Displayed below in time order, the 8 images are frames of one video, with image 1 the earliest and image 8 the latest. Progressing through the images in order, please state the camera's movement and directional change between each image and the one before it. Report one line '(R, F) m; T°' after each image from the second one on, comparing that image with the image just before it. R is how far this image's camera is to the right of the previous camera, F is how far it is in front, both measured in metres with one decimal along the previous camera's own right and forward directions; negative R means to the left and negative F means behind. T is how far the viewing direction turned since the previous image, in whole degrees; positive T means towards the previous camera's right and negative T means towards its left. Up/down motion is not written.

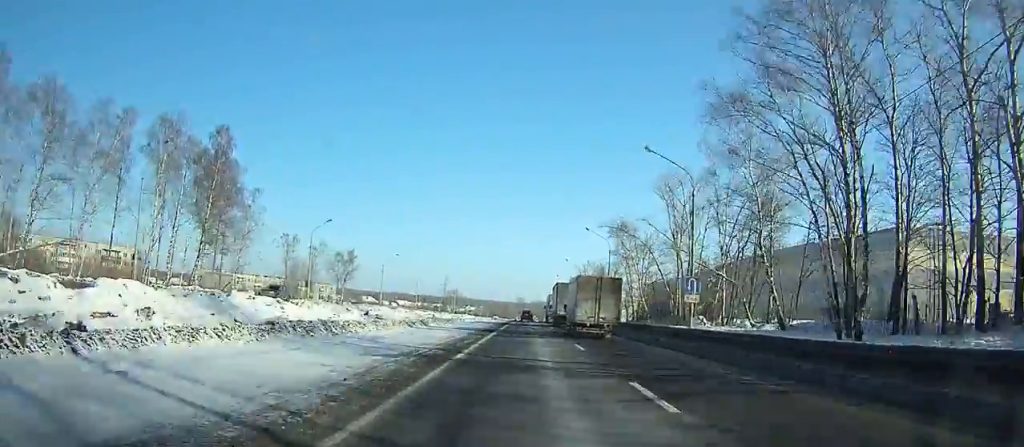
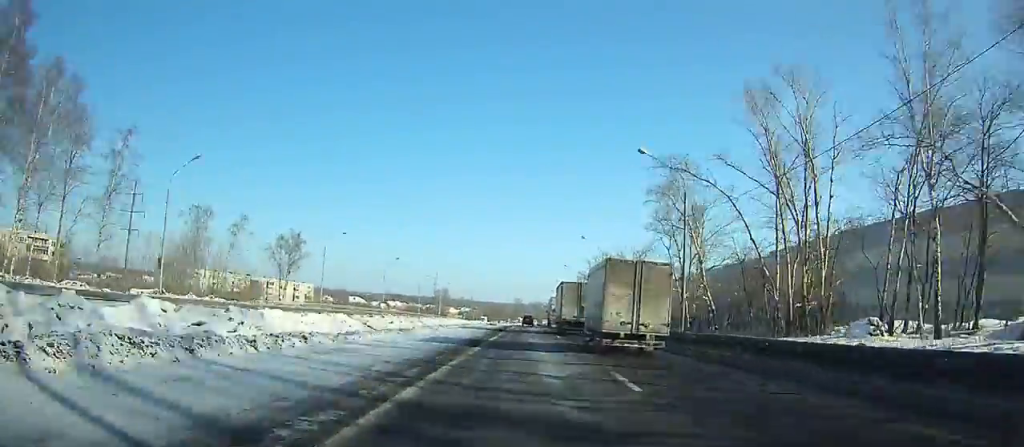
(0.0, +33.3) m; 0°
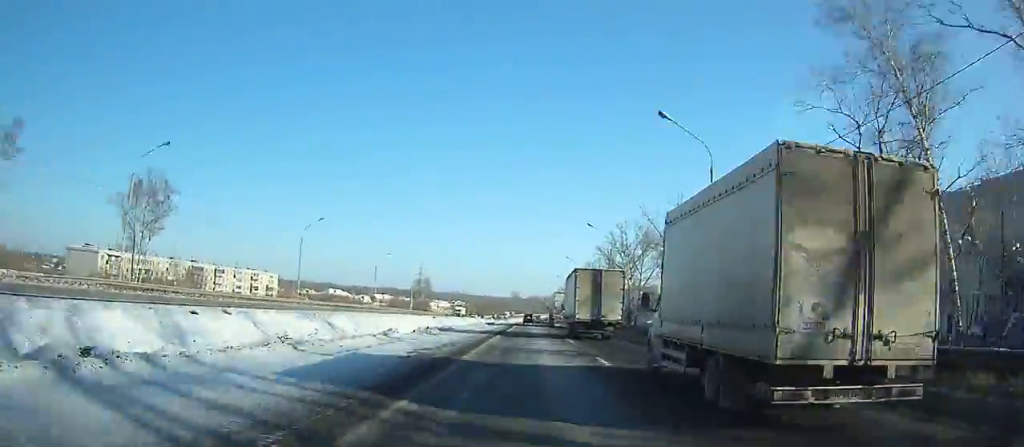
(0.0, +44.6) m; 0°
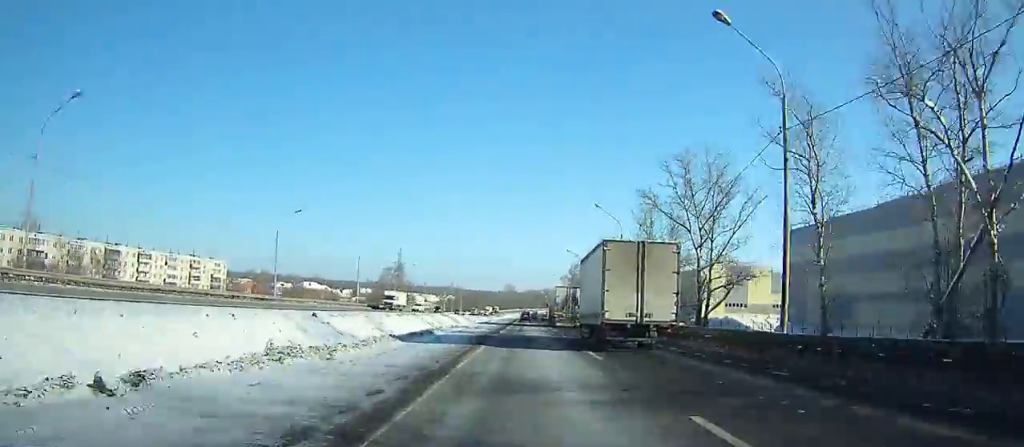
(0.0, +44.9) m; 0°
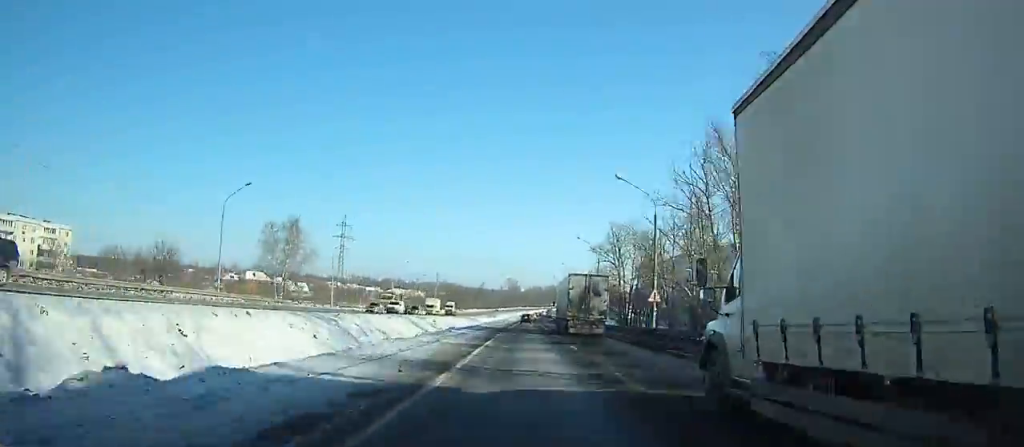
(+0.3, +89.9) m; 0°
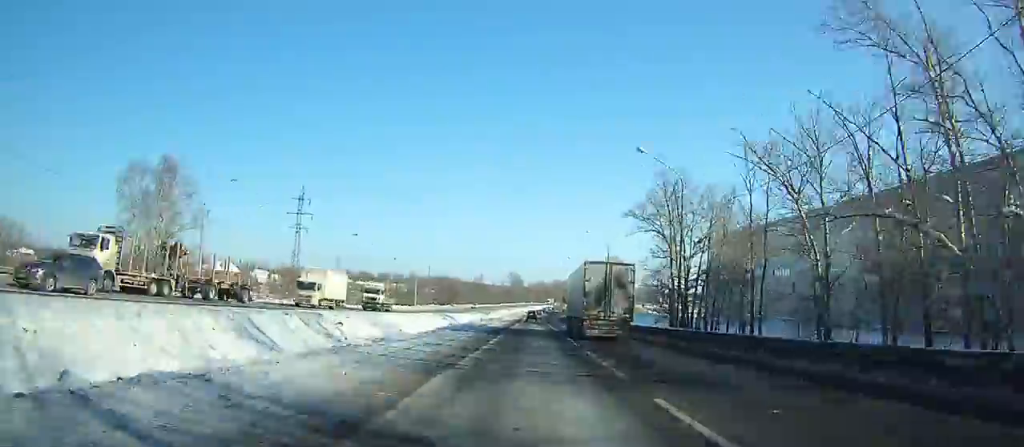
(-0.2, +39.6) m; 0°
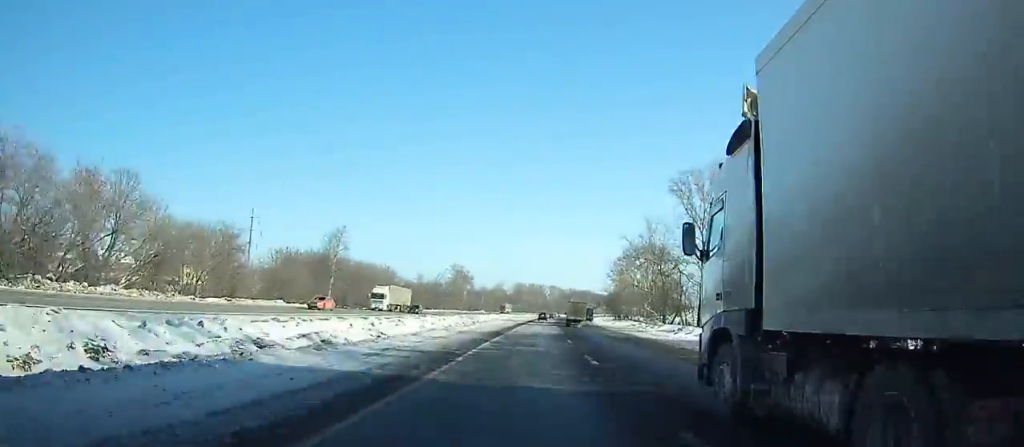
(+3.2, +175.6) m; +3°
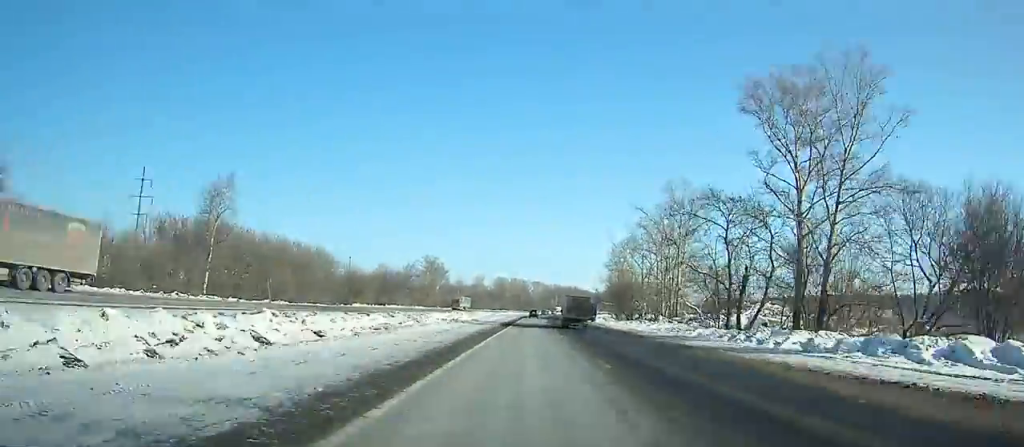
(+0.2, +37.8) m; +1°
